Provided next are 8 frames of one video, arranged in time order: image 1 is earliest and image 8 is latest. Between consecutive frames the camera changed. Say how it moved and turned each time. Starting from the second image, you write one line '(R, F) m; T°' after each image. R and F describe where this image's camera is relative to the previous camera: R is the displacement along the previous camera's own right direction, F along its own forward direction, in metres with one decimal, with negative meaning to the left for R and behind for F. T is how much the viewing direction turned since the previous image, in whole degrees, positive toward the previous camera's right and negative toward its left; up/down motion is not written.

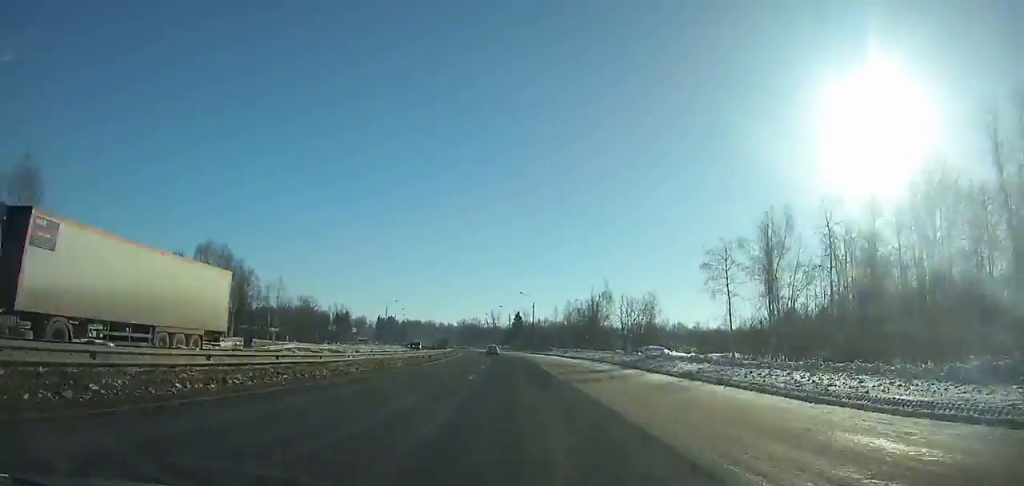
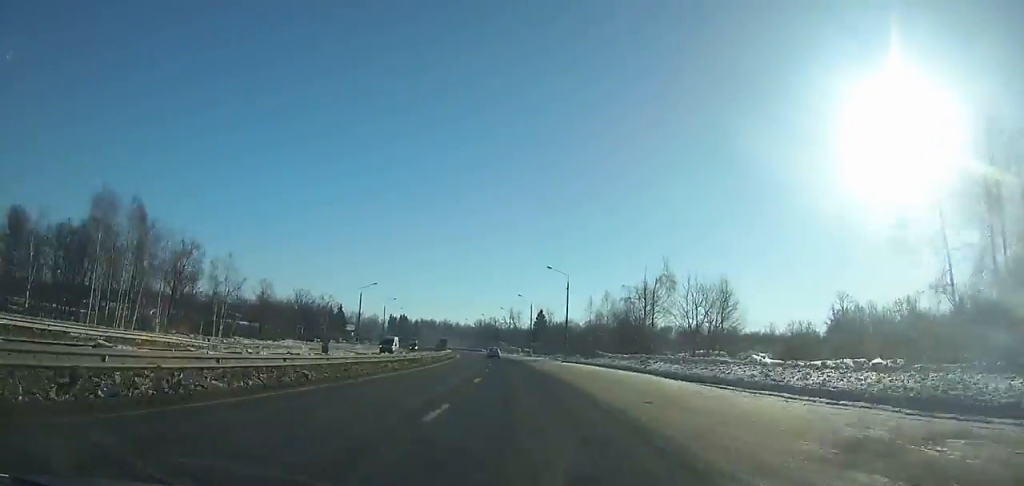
(-1.3, +35.0) m; -2°
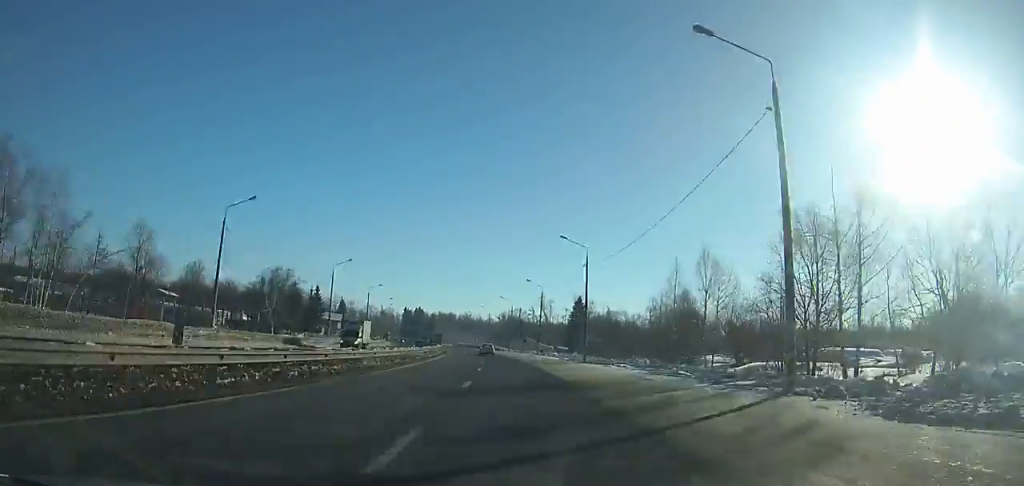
(-0.6, +51.1) m; -3°
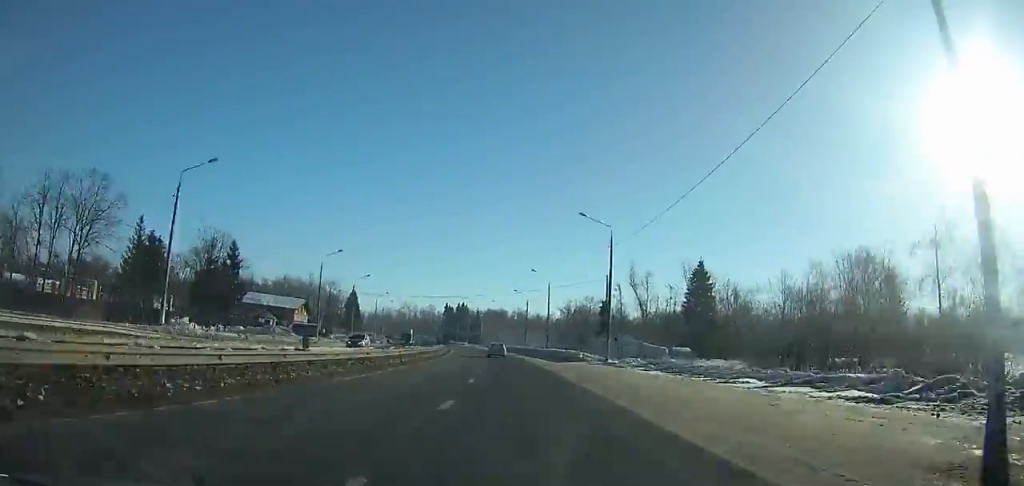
(-2.9, +74.6) m; -5°
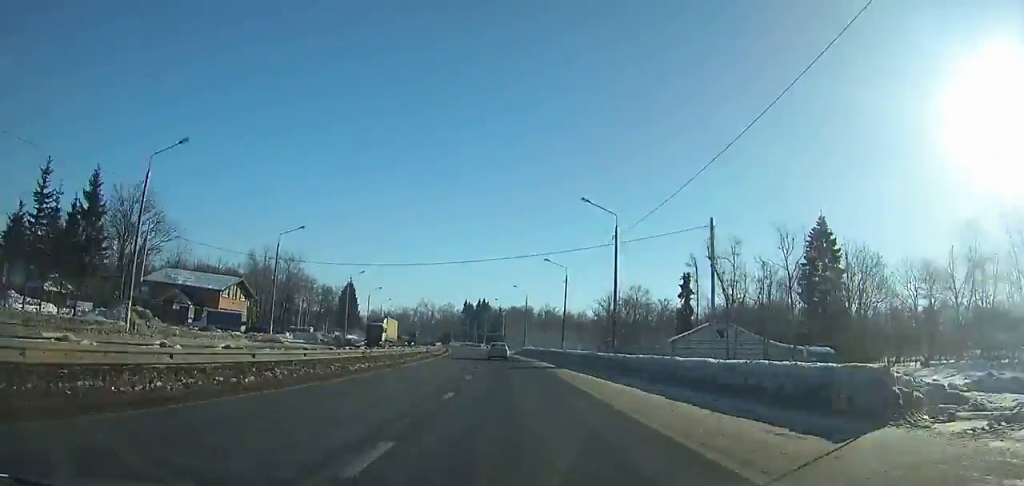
(-1.8, +36.3) m; -3°
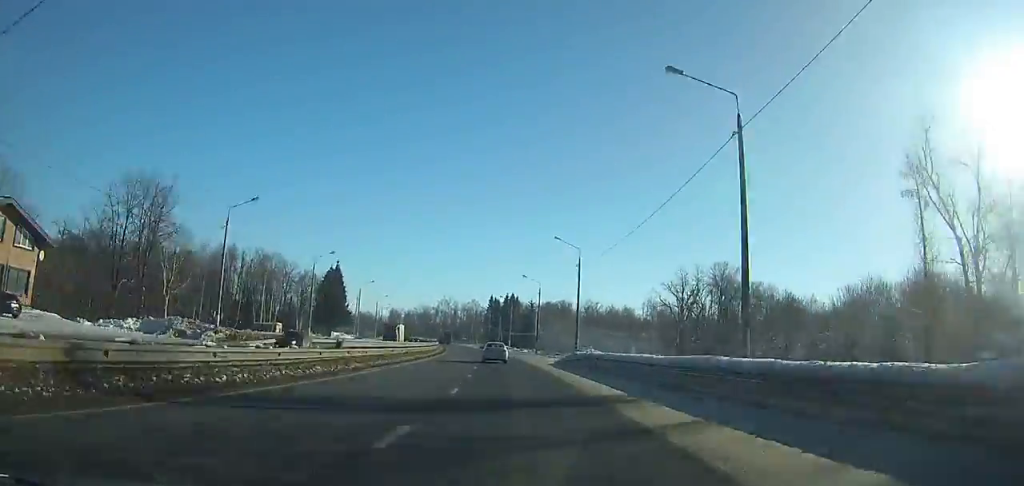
(-1.1, +45.2) m; -3°
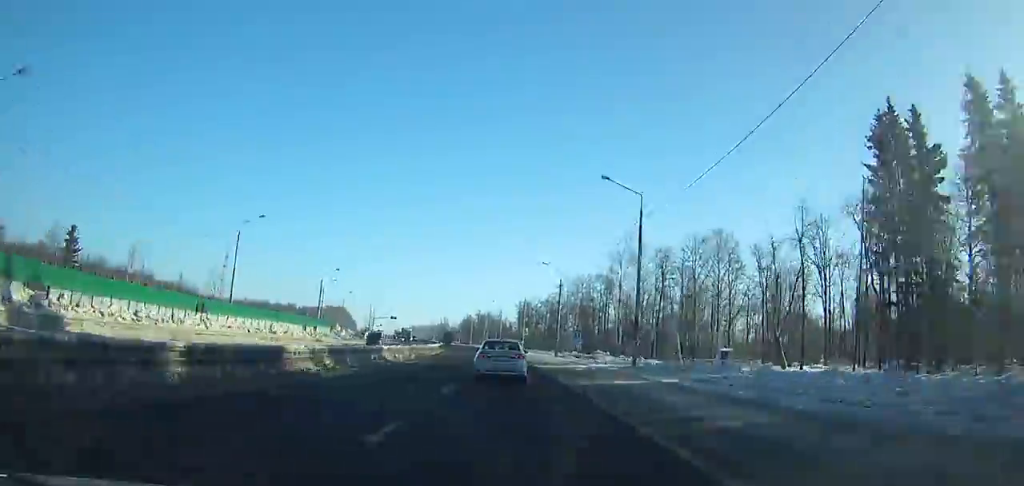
(-30.8, +214.1) m; -16°
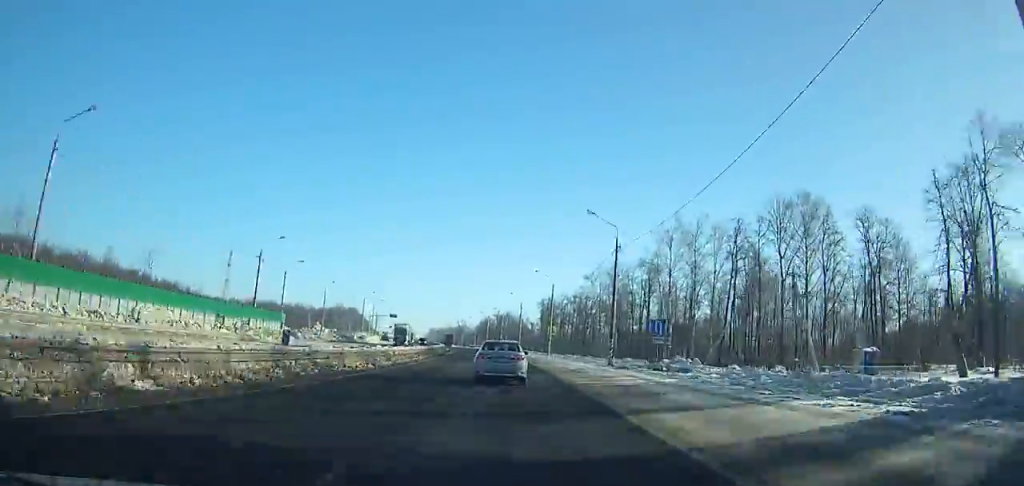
(-0.4, +27.3) m; -2°
